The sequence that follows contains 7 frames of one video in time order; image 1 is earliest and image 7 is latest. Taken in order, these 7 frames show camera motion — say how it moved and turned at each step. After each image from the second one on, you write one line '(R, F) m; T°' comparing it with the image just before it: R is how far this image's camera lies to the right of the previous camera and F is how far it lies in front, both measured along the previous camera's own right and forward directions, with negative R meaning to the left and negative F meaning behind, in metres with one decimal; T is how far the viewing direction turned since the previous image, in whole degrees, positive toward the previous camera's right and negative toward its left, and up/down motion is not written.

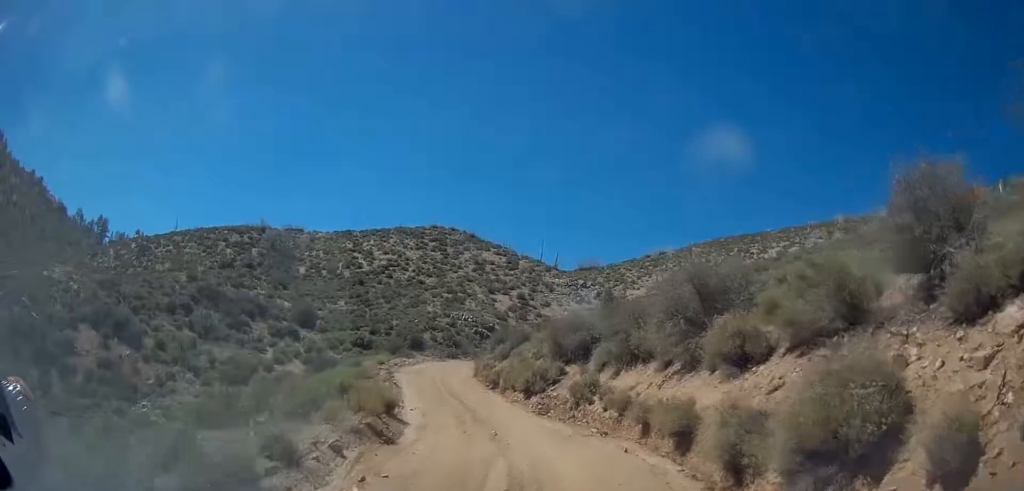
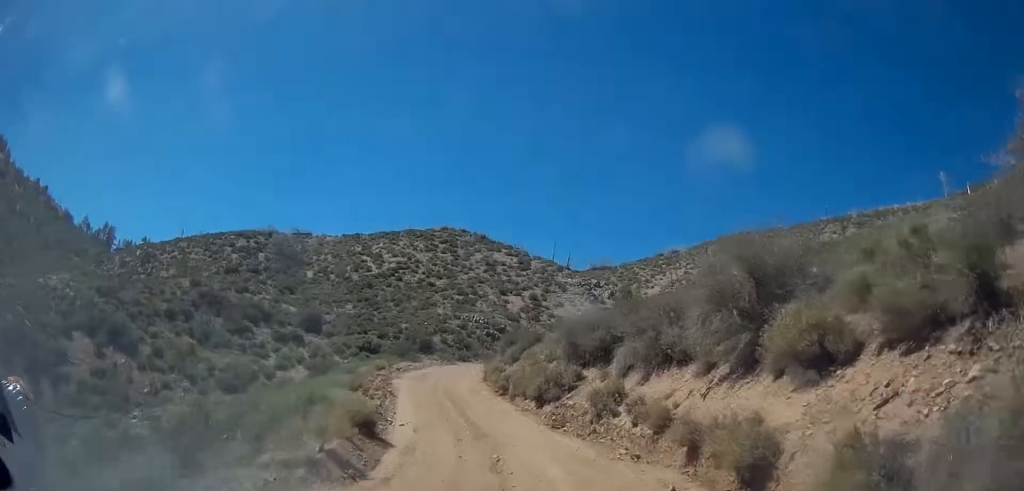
(-0.1, +3.0) m; 0°
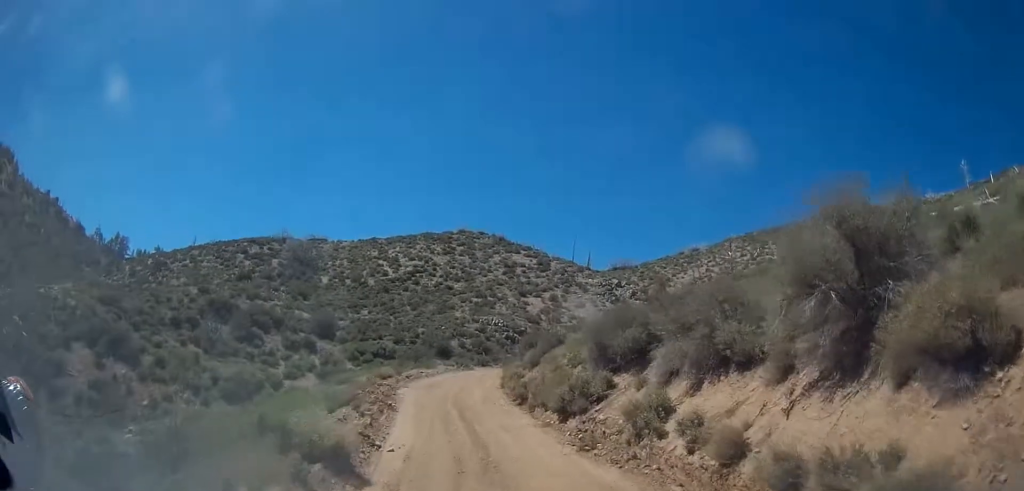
(0.0, +3.1) m; -1°
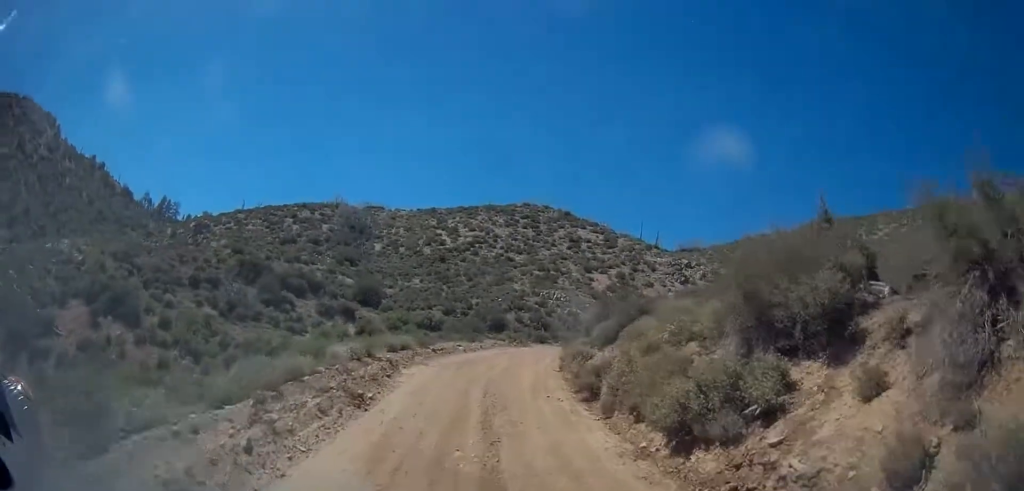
(-0.2, +8.5) m; -7°
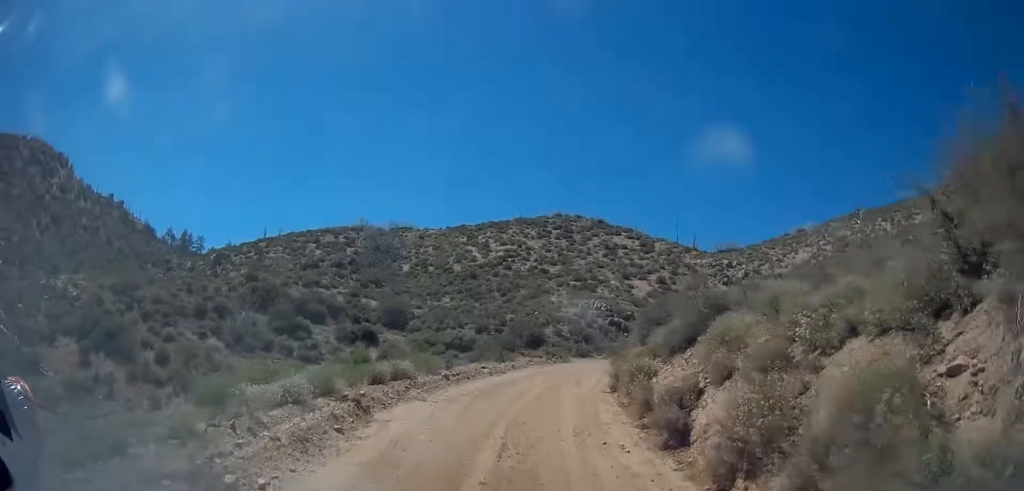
(-0.4, +5.9) m; +1°
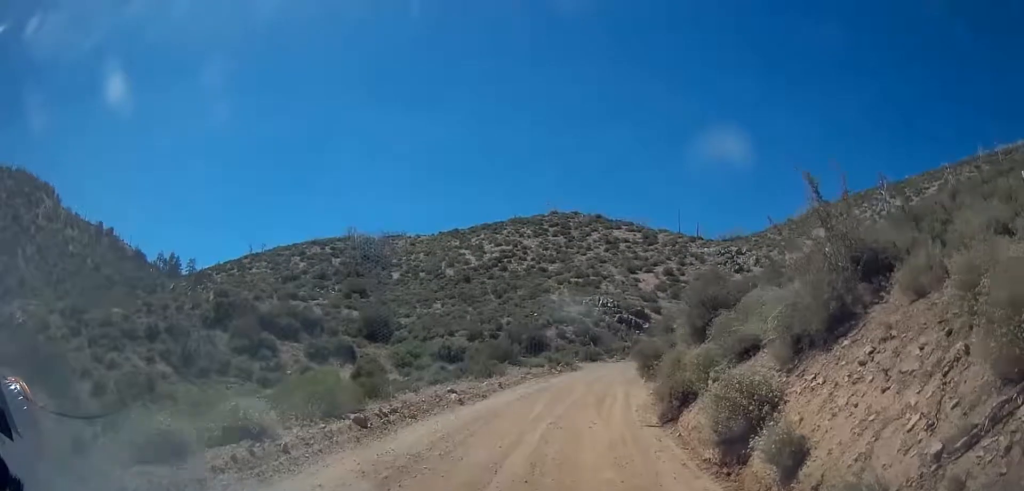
(+0.2, +9.1) m; -3°
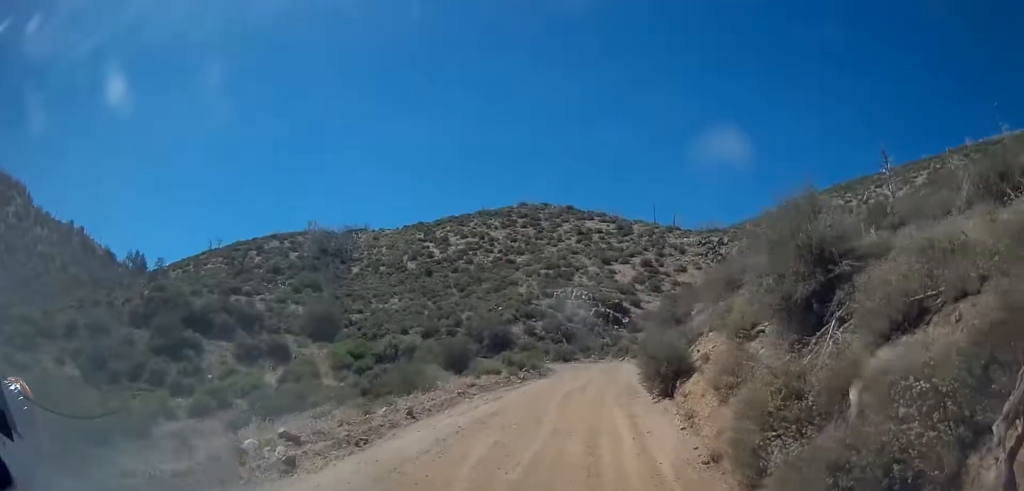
(-0.5, +9.0) m; -2°
